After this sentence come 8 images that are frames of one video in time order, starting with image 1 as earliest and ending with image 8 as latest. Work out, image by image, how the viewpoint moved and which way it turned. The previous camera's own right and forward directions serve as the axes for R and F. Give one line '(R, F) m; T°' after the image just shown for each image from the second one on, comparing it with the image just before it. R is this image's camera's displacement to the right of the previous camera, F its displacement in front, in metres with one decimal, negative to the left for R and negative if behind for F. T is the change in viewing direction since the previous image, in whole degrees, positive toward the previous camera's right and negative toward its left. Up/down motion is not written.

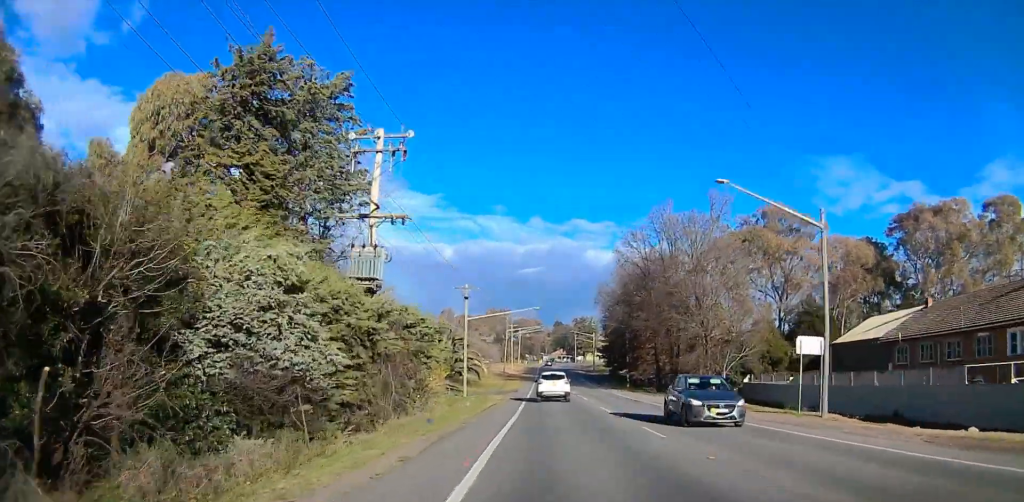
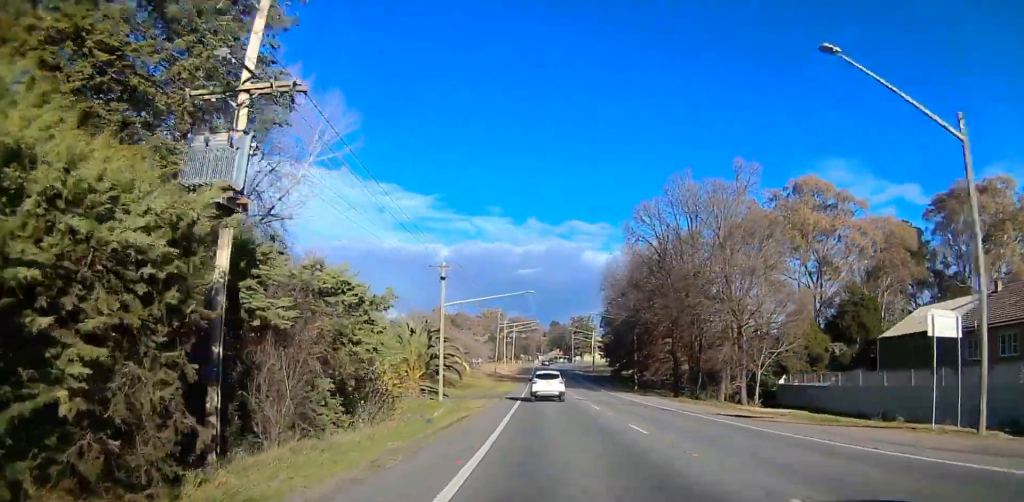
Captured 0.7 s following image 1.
(+0.2, +11.3) m; -2°
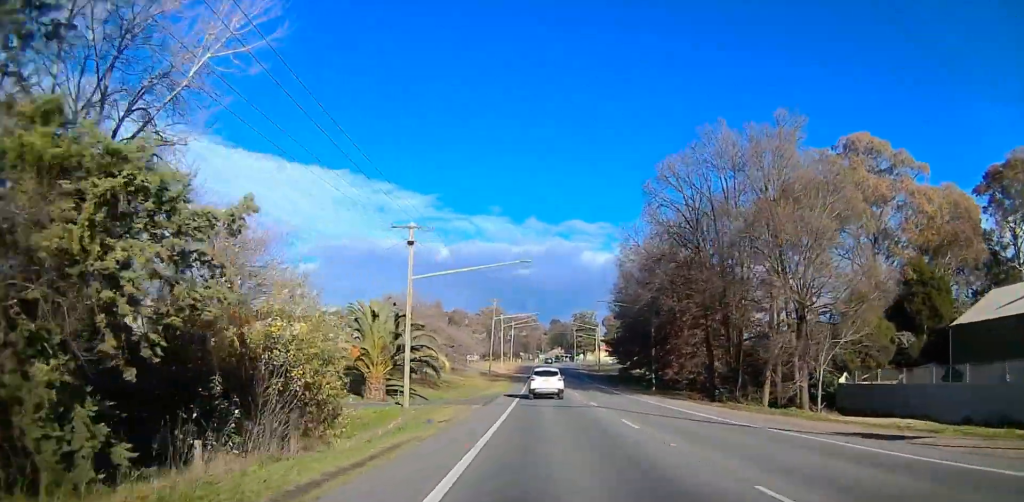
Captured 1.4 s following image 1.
(-0.5, +11.2) m; -4°
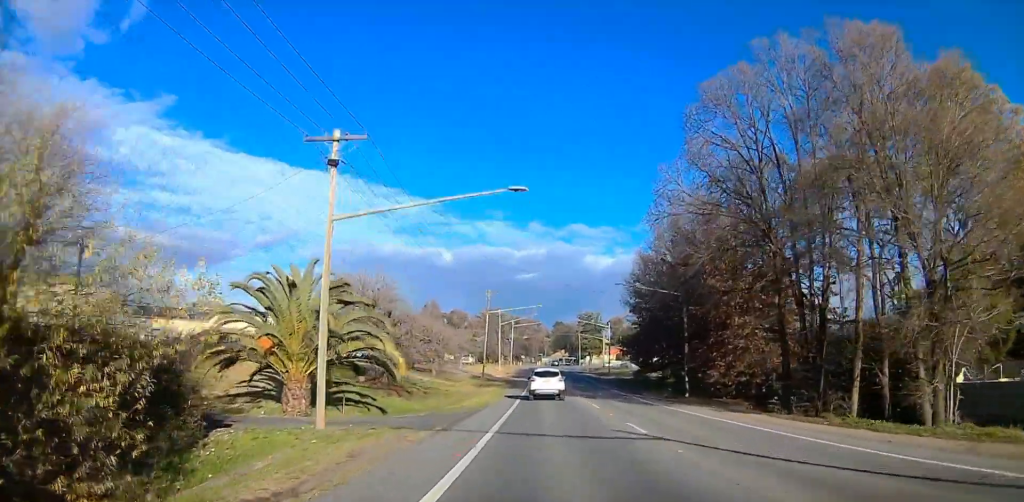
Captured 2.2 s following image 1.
(-0.7, +13.7) m; +2°
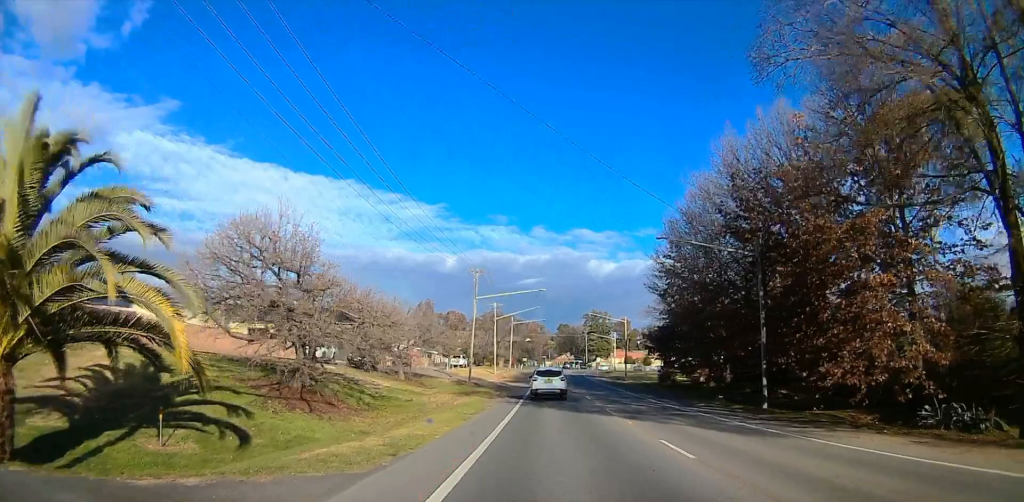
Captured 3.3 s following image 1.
(+1.6, +16.6) m; +10°
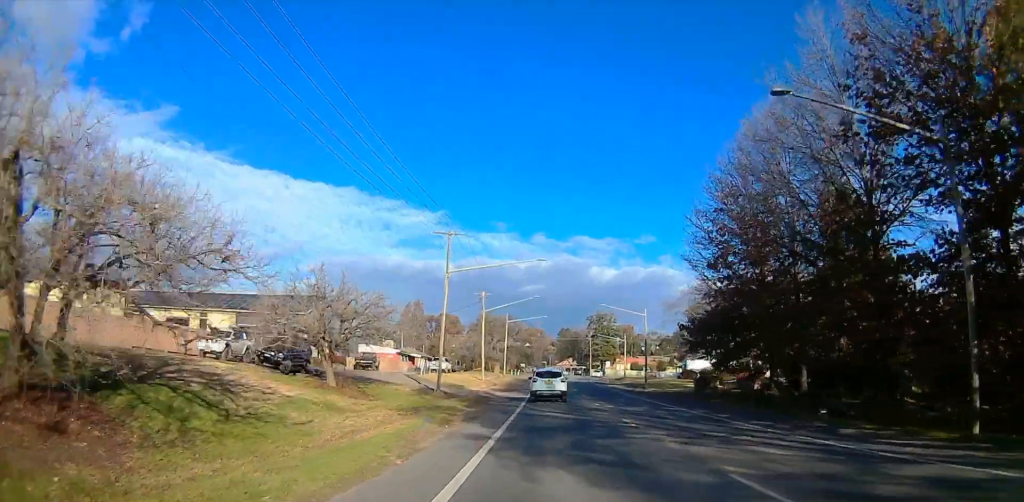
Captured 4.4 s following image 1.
(+1.0, +16.4) m; -1°
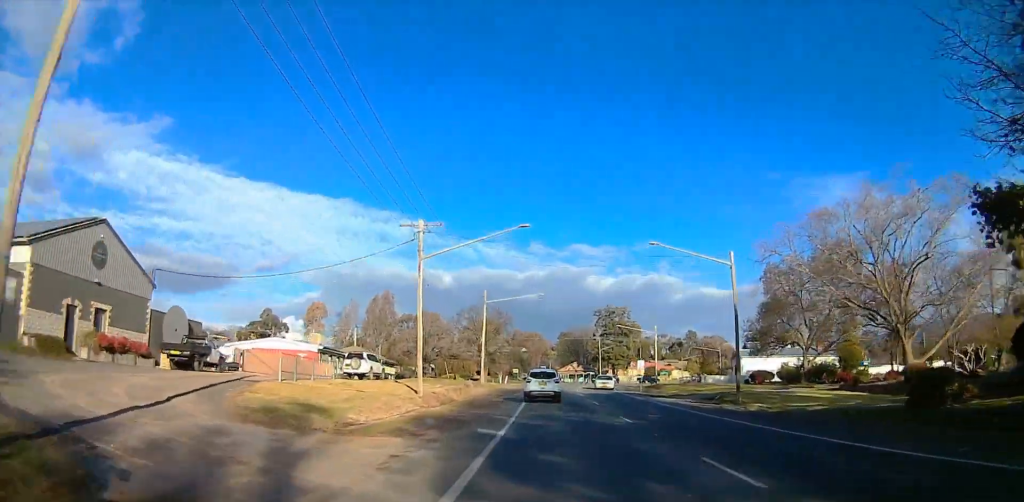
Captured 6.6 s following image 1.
(-3.1, +32.8) m; -5°
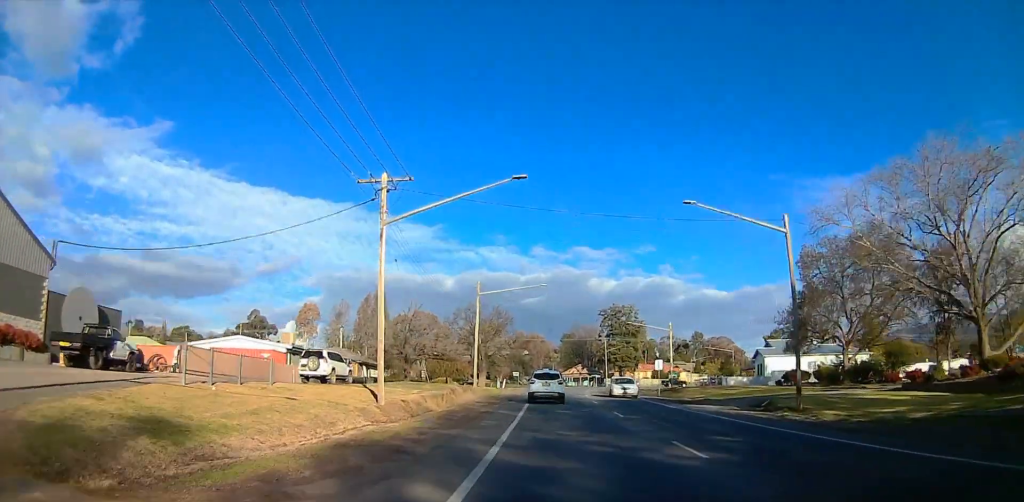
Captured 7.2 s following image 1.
(0.0, +8.4) m; -1°
